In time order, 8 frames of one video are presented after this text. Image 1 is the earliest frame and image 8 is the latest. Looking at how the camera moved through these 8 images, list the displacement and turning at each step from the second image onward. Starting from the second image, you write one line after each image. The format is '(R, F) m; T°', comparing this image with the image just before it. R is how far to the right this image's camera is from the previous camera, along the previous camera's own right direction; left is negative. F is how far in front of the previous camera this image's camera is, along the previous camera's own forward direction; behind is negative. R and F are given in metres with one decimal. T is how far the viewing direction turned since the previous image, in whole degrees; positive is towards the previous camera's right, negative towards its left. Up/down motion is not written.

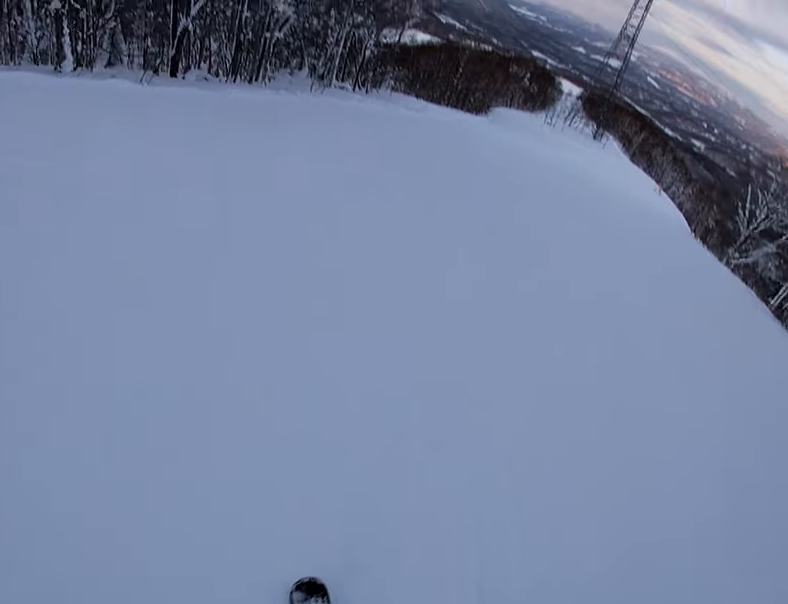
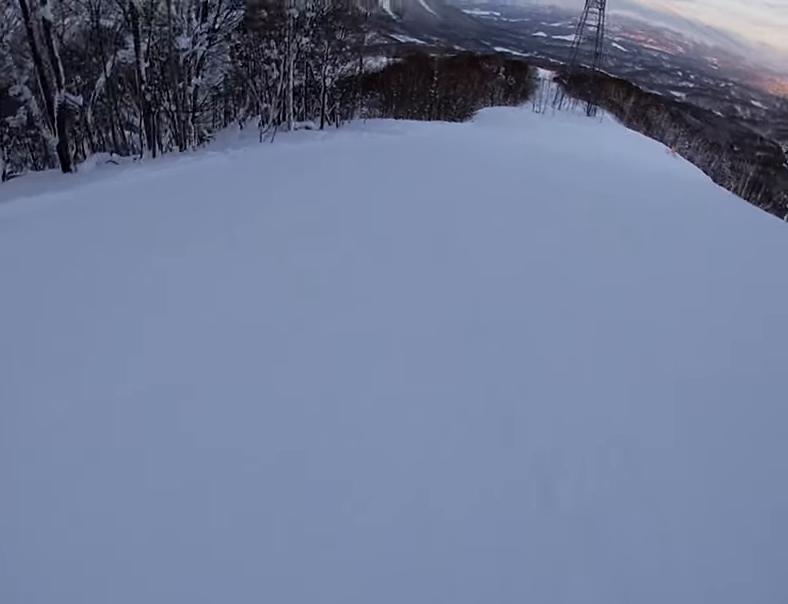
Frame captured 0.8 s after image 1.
(-0.4, +7.8) m; +1°
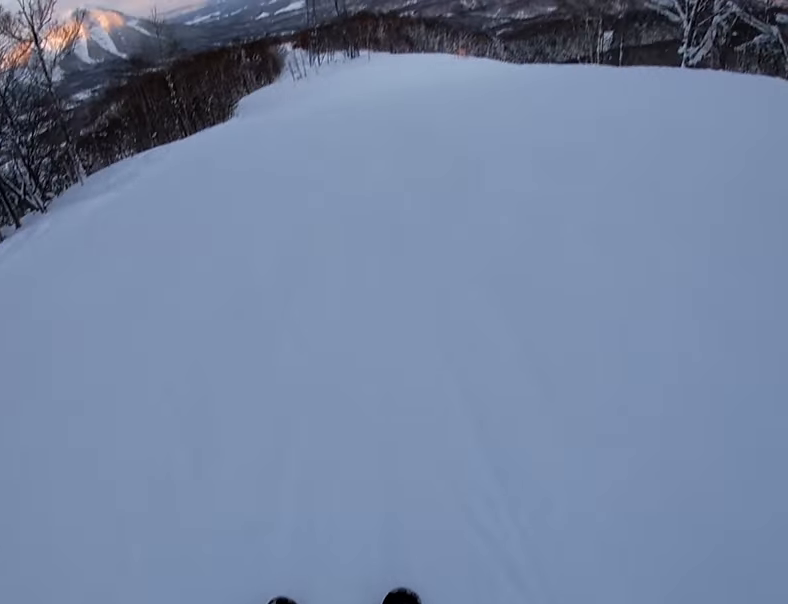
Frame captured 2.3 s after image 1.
(+1.9, +15.5) m; +14°
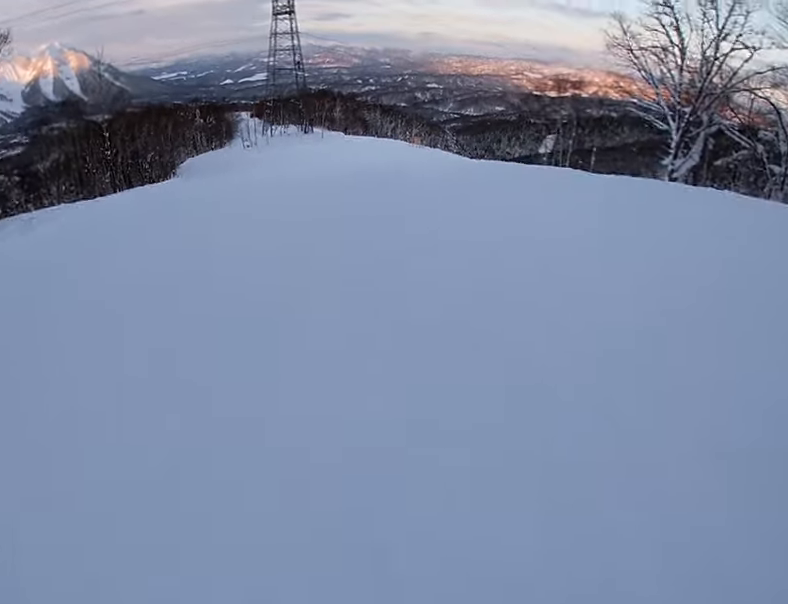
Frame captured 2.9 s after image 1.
(-0.1, +5.9) m; -4°
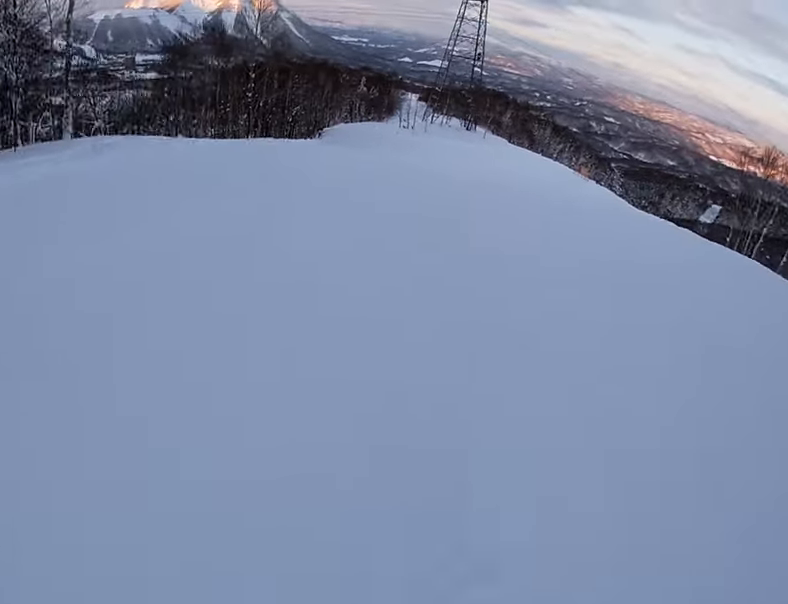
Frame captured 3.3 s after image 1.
(+0.3, +4.8) m; -4°
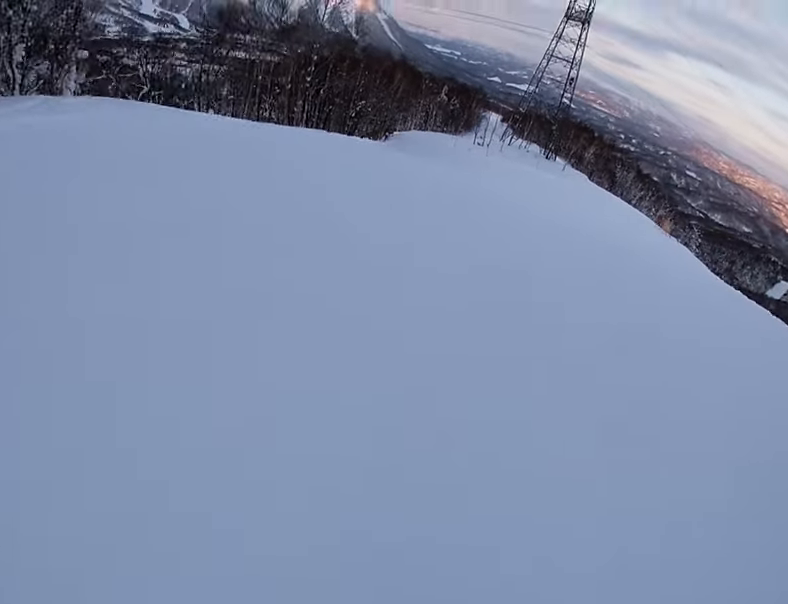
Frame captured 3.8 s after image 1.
(-0.6, +5.5) m; -6°
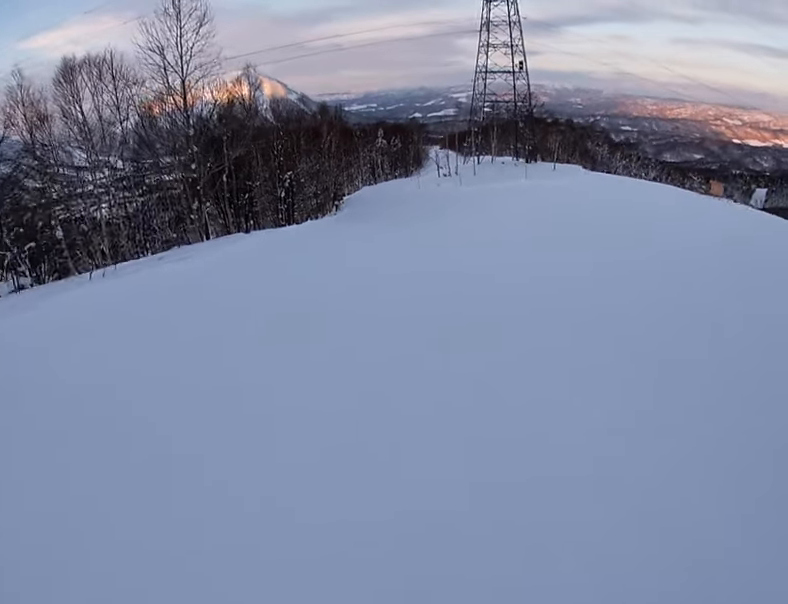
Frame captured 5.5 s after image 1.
(-1.6, +16.3) m; +4°
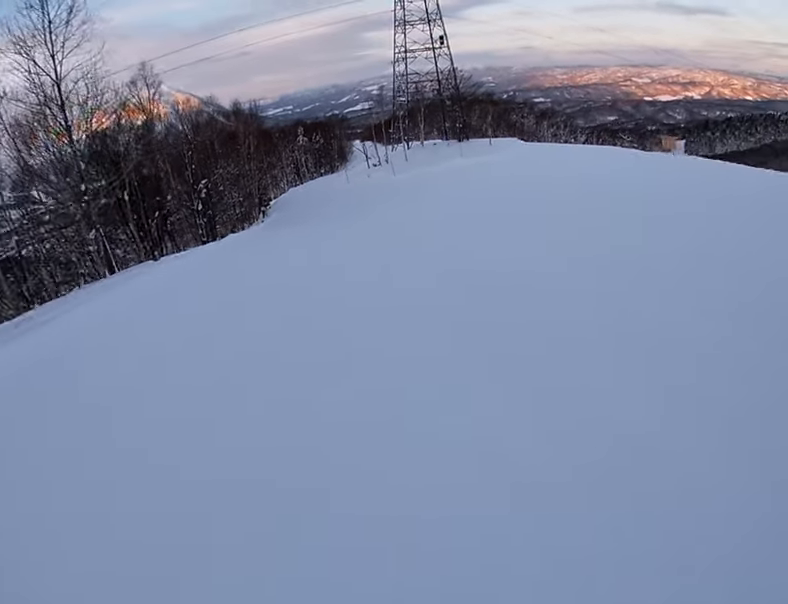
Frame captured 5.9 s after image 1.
(+0.8, +4.4) m; +8°
